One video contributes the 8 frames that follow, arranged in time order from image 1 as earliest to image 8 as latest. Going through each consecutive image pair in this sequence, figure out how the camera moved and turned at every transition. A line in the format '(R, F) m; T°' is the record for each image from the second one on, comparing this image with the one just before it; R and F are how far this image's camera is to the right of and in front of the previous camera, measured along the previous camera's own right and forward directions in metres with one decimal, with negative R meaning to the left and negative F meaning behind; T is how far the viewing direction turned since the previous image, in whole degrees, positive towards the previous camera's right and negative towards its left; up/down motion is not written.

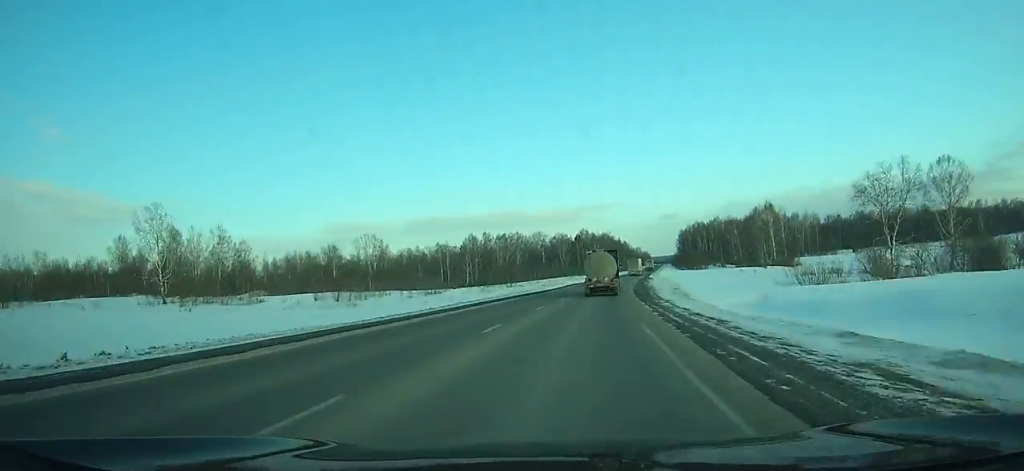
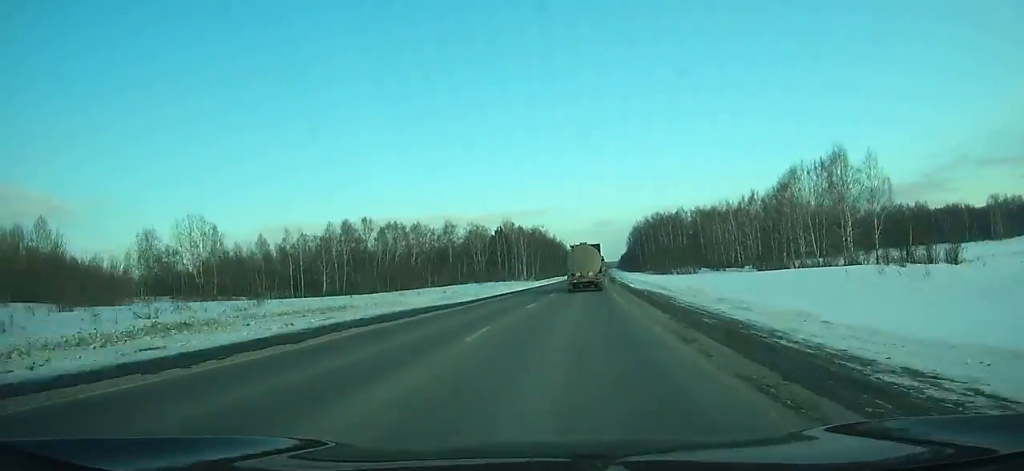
(+4.5, +73.0) m; +5°
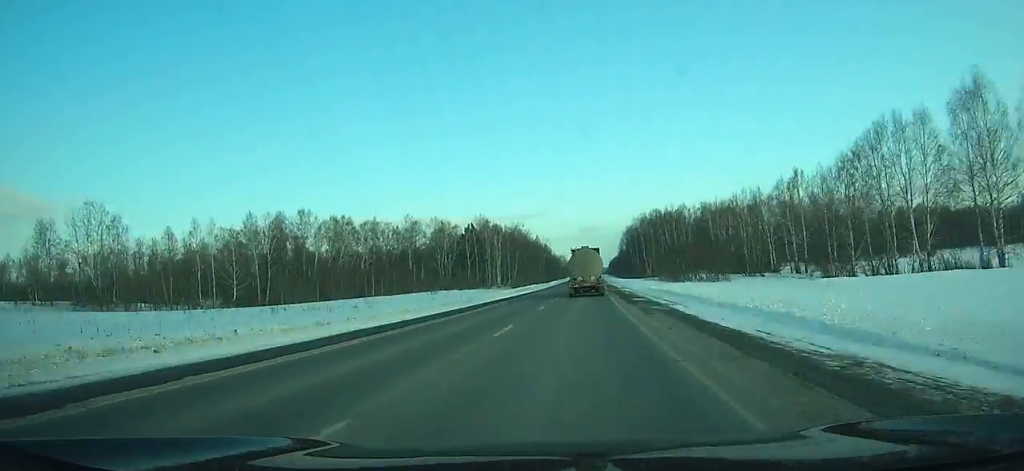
(+0.8, +33.9) m; +1°
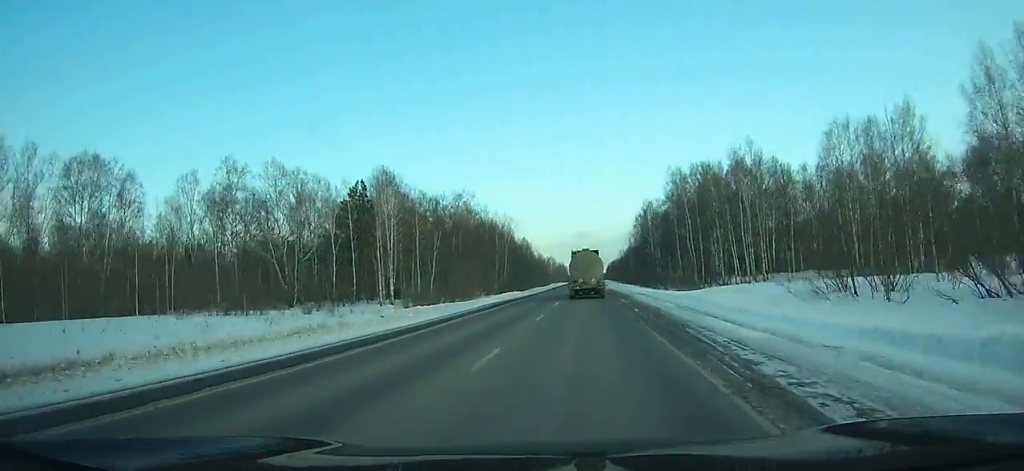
(+1.7, +92.3) m; +1°
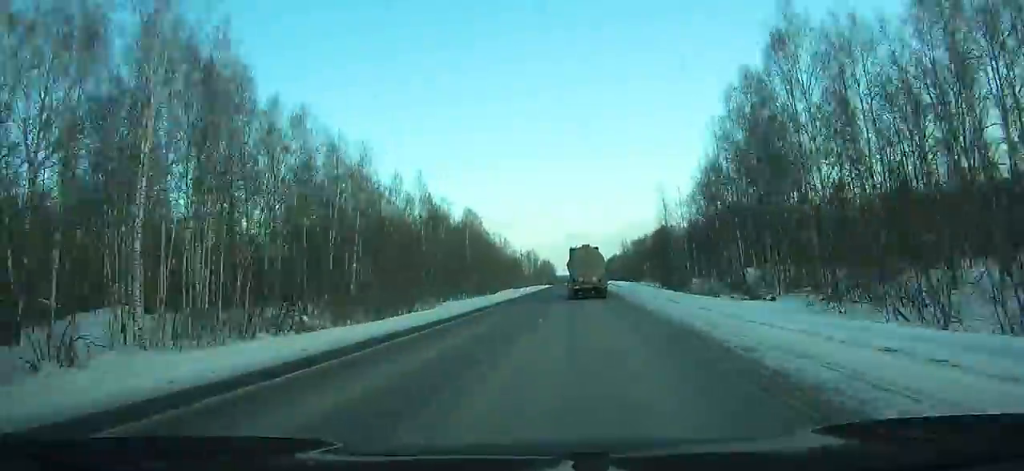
(0.0, +106.5) m; 0°
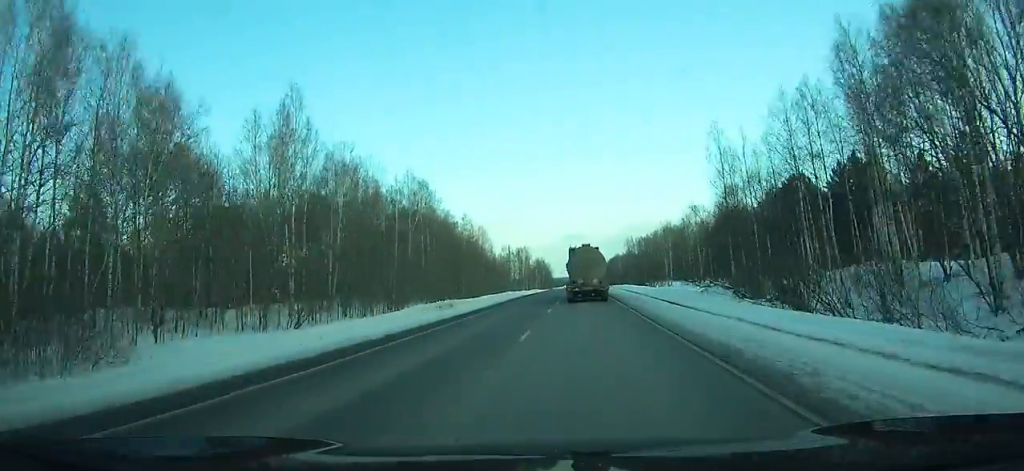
(0.0, +45.2) m; 0°
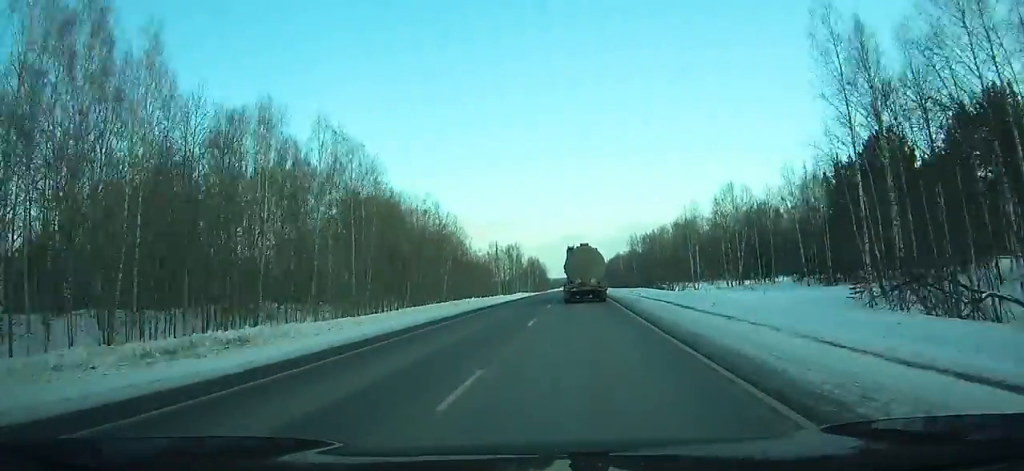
(+0.1, +30.9) m; 0°
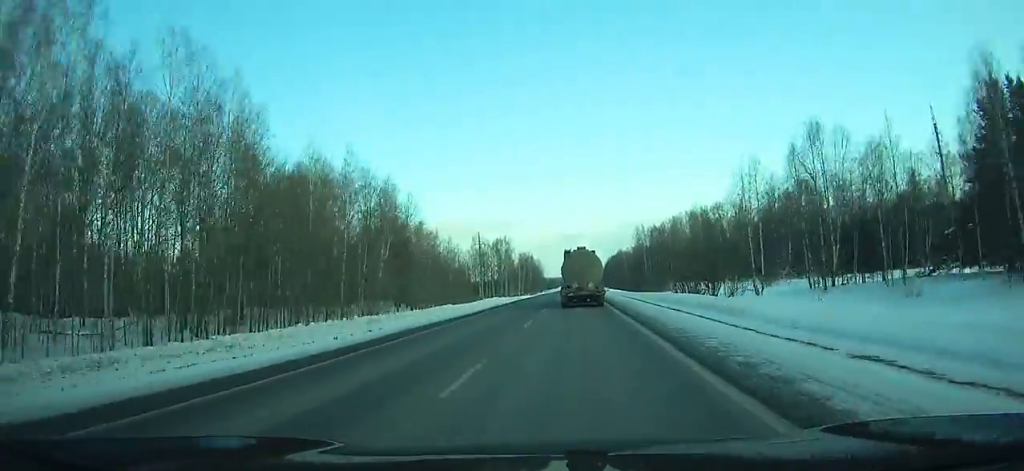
(0.0, +35.5) m; 0°
